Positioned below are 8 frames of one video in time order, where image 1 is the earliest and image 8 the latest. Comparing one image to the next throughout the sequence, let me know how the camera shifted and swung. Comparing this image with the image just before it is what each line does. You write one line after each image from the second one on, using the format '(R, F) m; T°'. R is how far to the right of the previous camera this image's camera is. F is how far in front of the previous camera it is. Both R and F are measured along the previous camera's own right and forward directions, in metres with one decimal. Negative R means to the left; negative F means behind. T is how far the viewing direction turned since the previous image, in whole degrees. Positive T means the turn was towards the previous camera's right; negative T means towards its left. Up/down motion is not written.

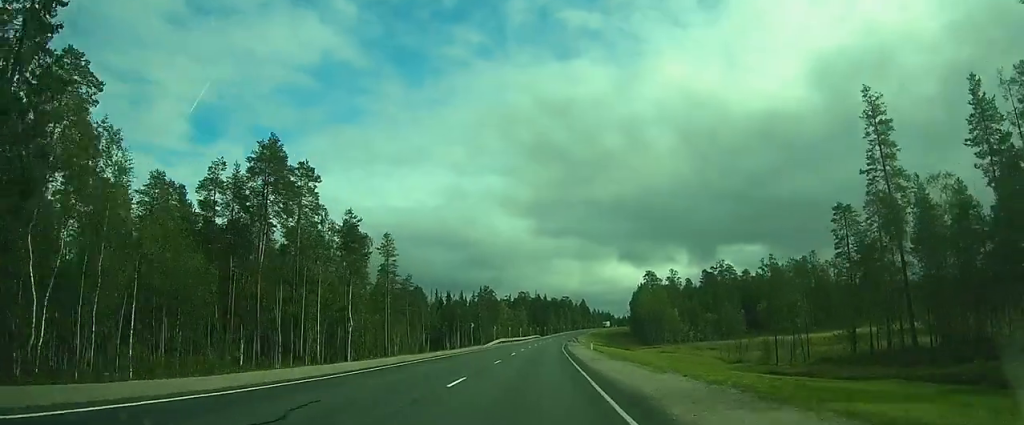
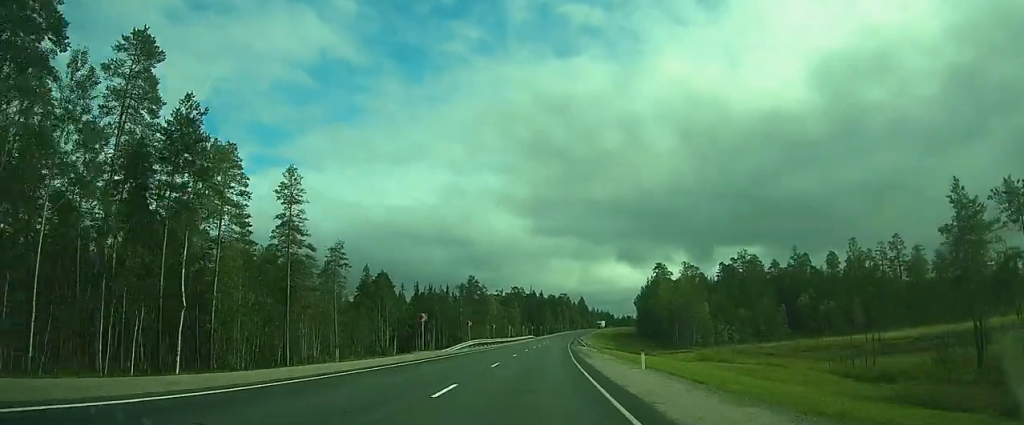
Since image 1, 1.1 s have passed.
(0.0, +26.5) m; 0°
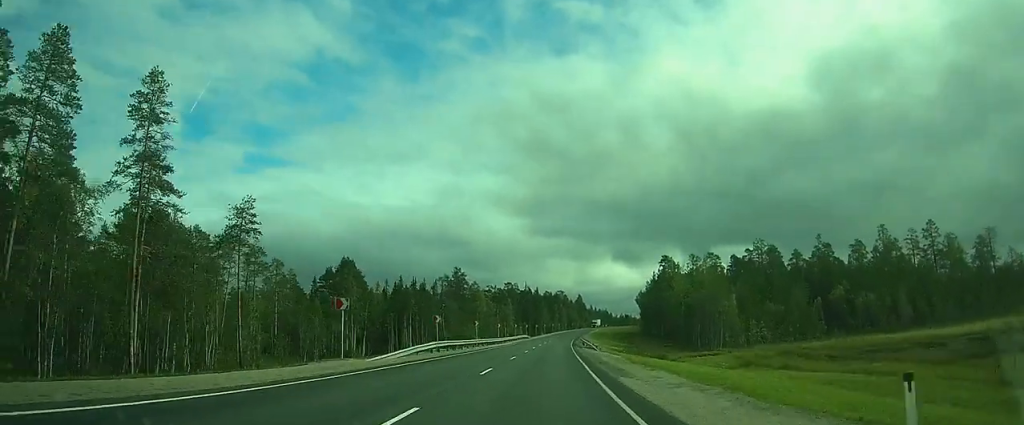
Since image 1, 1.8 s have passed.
(0.0, +16.7) m; 0°
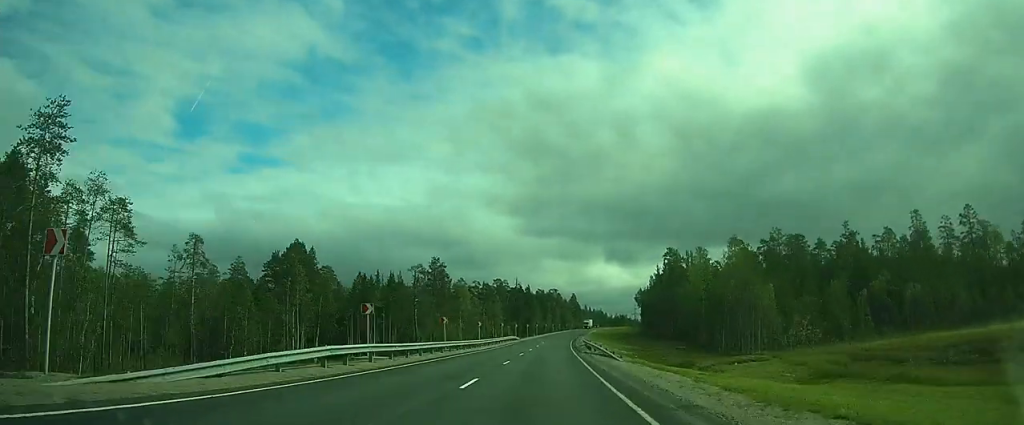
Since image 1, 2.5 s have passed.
(+0.1, +16.4) m; 0°
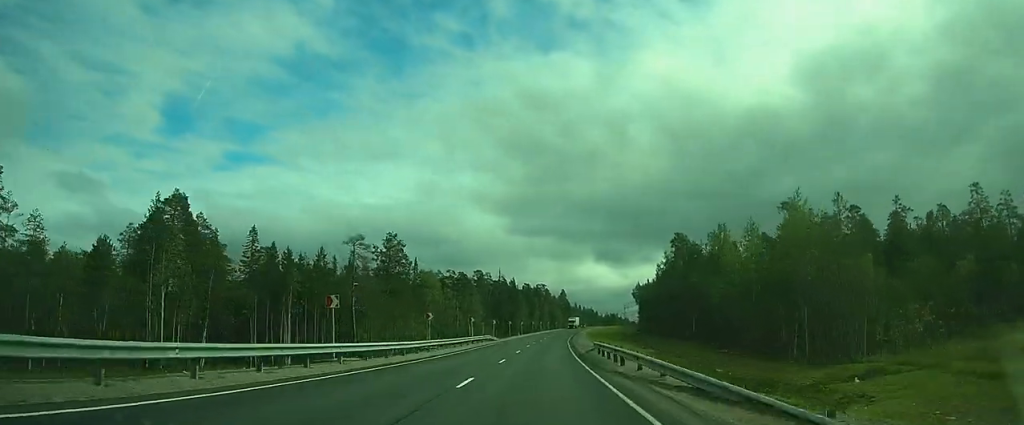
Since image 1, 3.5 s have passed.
(0.0, +22.7) m; +1°
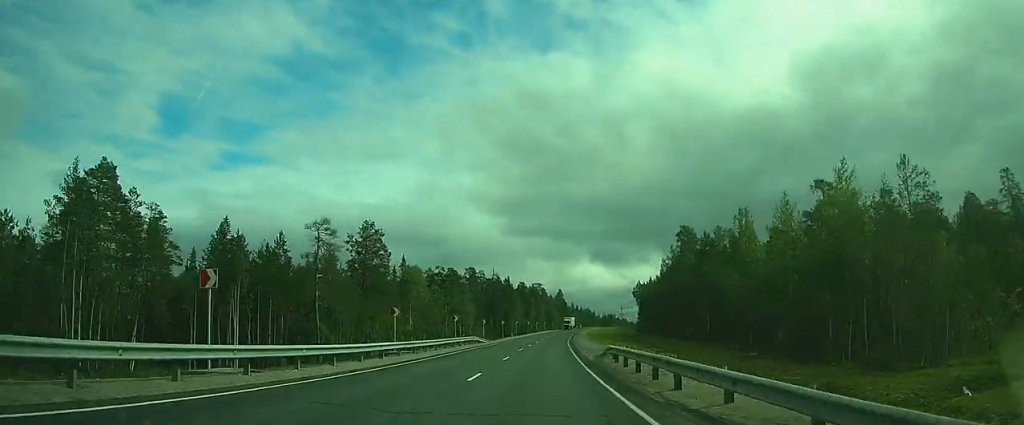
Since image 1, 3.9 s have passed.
(+0.1, +8.7) m; +1°
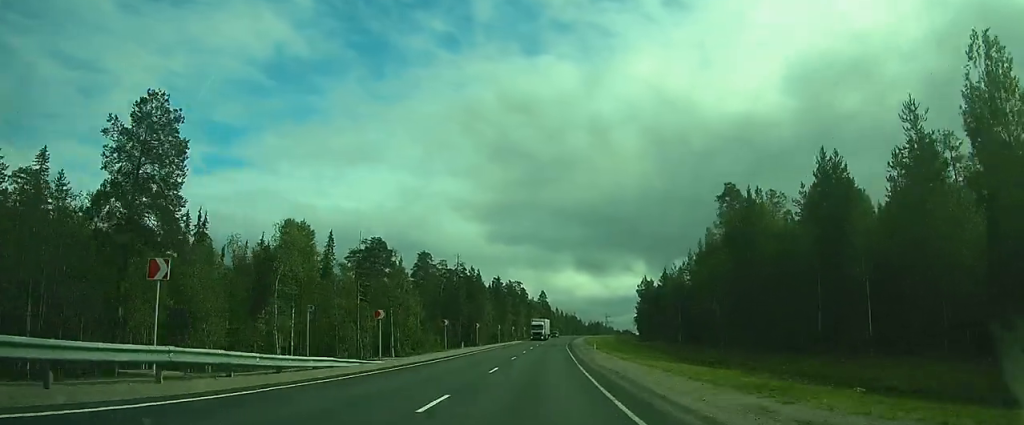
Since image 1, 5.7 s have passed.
(+0.8, +36.6) m; +2°
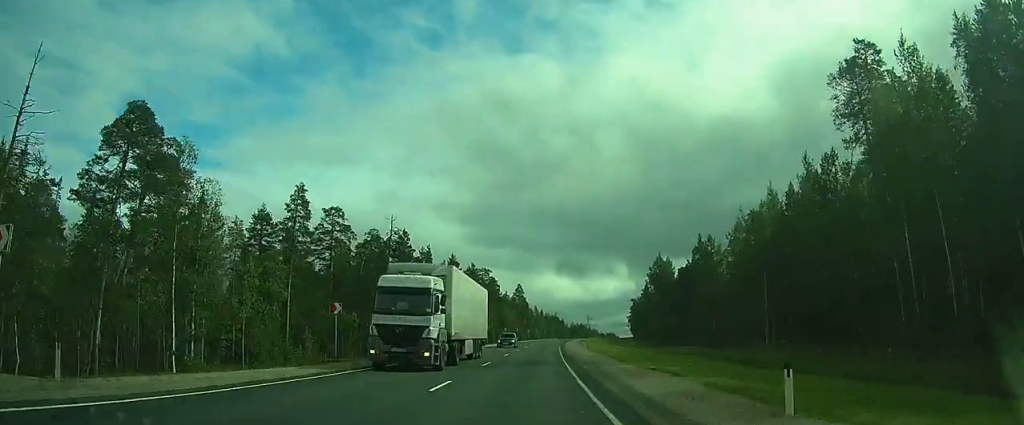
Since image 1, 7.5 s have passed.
(+0.8, +39.2) m; +2°
